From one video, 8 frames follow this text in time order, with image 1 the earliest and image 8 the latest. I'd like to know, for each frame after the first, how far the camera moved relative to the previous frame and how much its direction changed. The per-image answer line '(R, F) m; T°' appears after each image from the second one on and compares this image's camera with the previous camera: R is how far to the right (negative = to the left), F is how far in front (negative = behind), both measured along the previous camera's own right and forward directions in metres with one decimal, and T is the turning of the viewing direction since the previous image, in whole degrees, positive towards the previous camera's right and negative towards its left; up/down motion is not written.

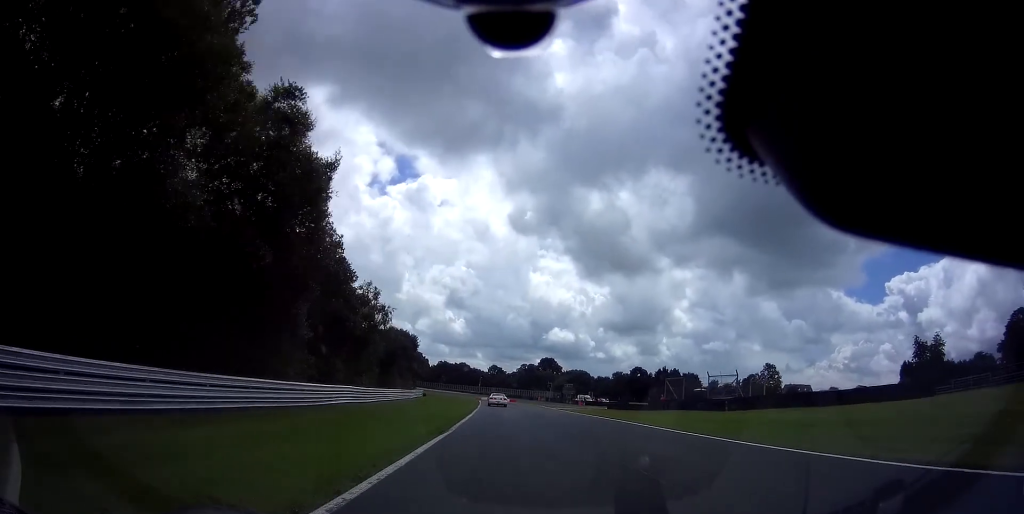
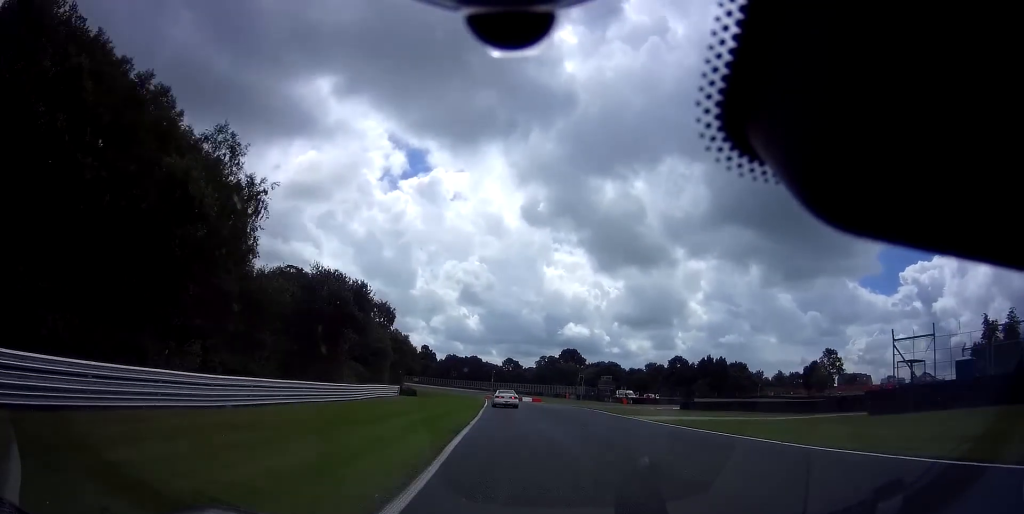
(-0.3, +33.5) m; -1°
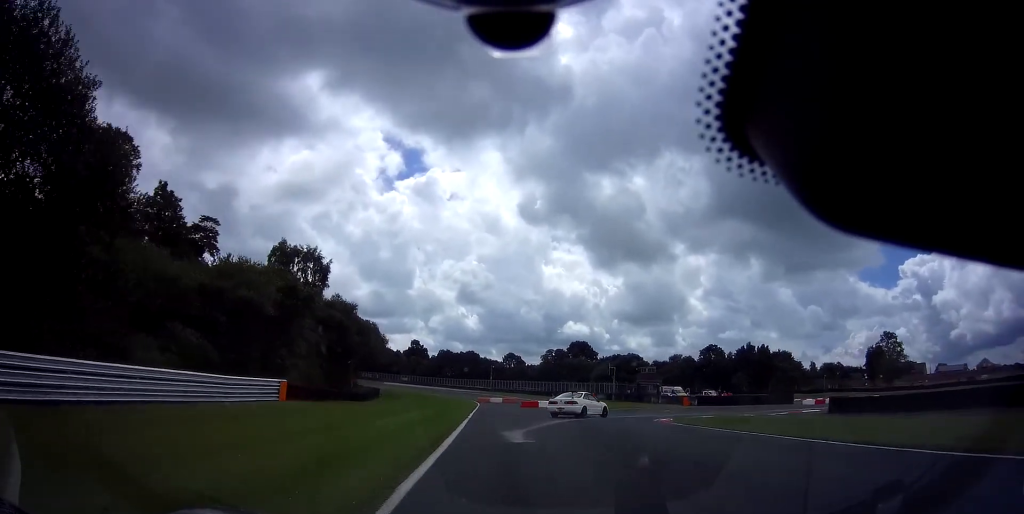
(-0.4, +32.9) m; 0°
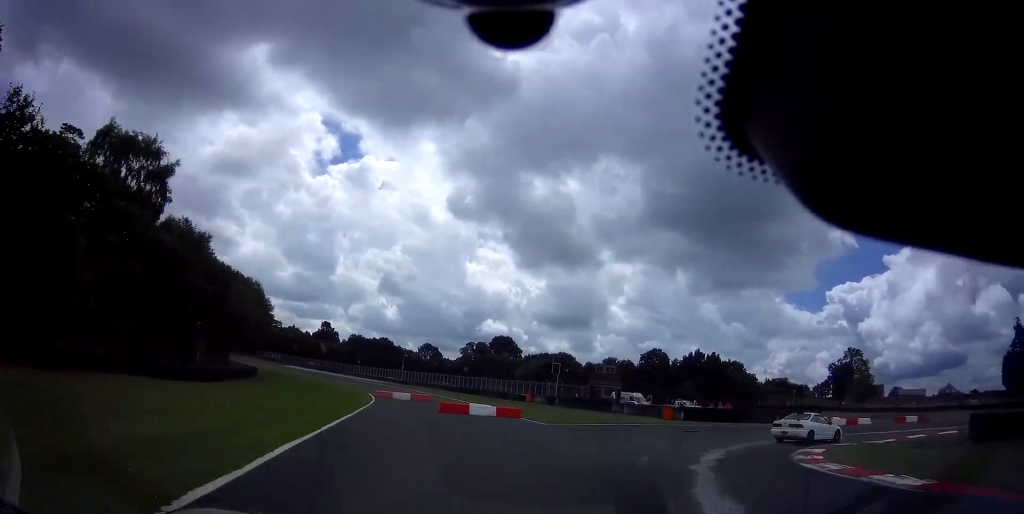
(+0.9, +19.0) m; +15°
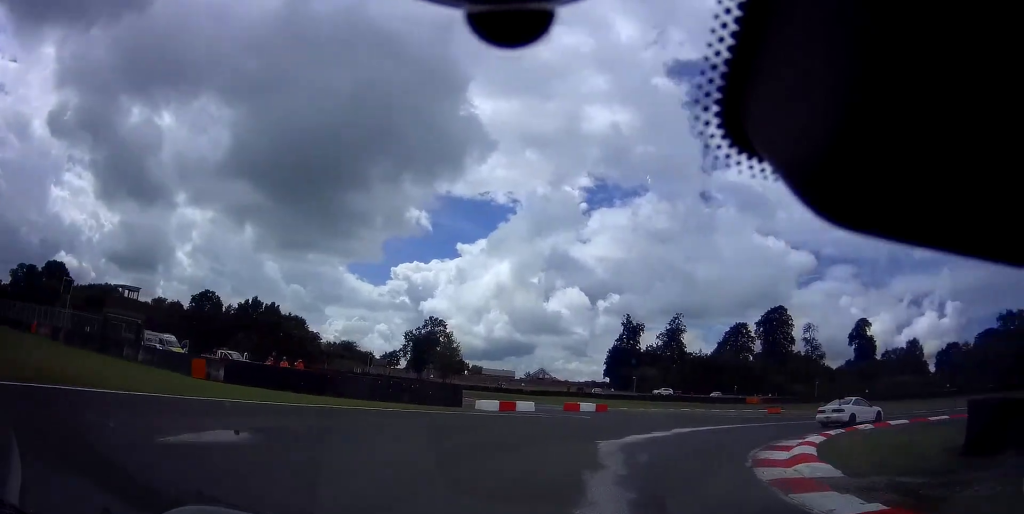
(+6.7, +16.6) m; +48°
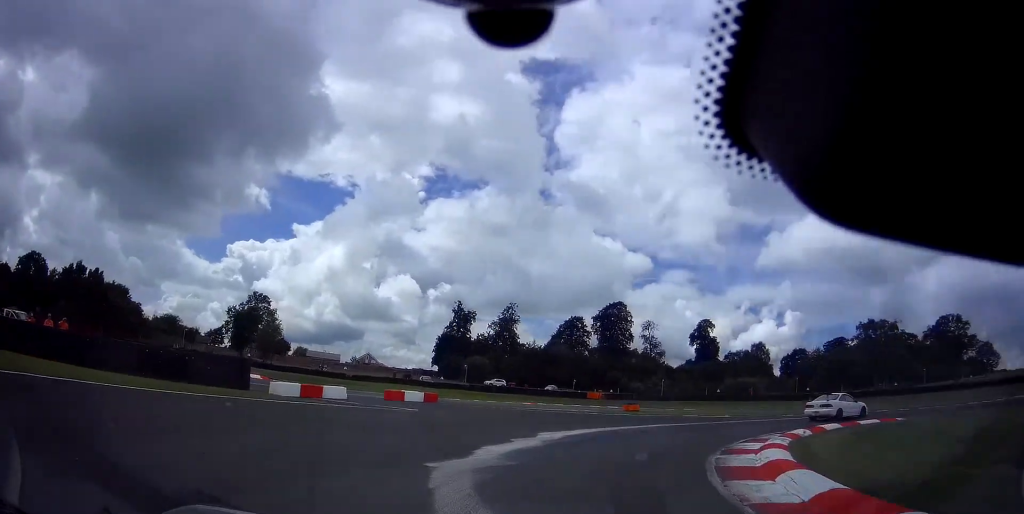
(+0.1, +6.1) m; +19°
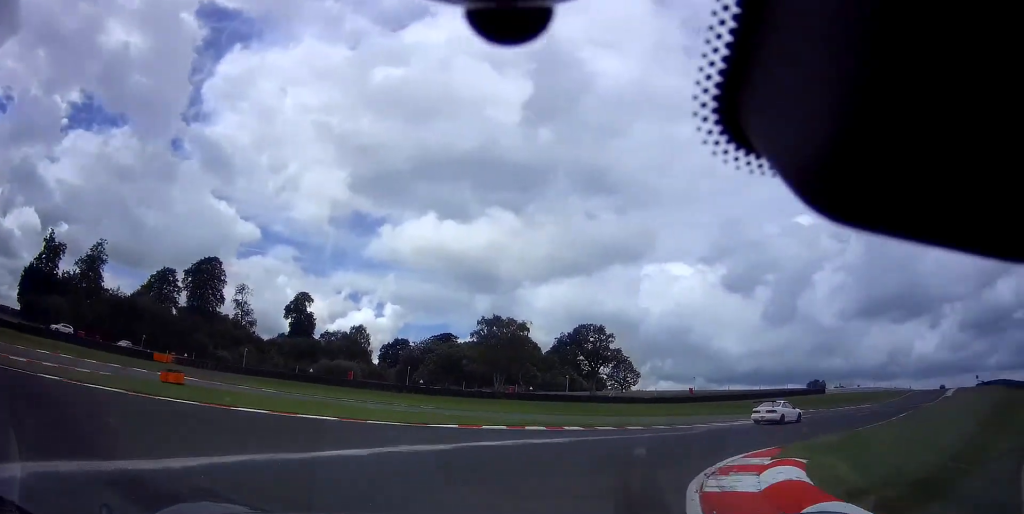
(+5.7, +14.4) m; +41°
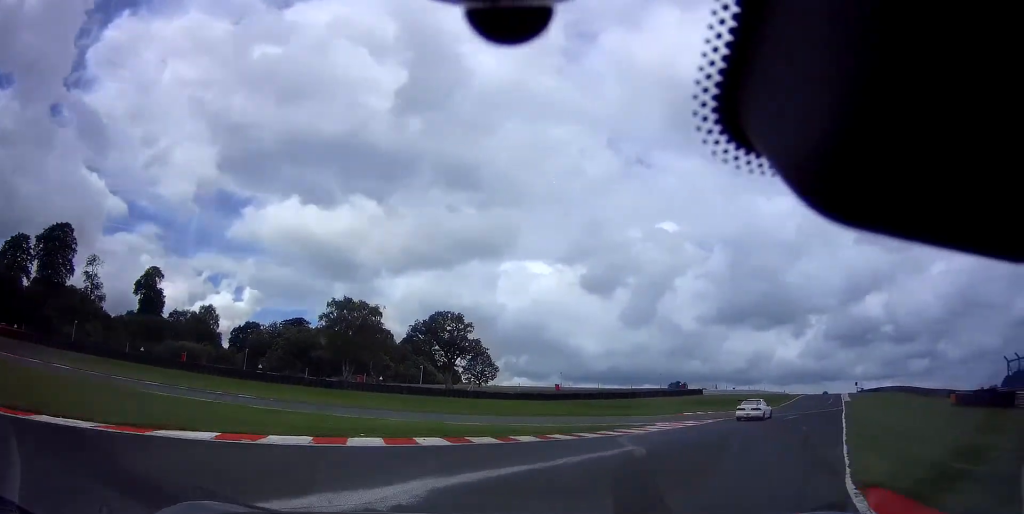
(+1.8, +7.7) m; +16°
